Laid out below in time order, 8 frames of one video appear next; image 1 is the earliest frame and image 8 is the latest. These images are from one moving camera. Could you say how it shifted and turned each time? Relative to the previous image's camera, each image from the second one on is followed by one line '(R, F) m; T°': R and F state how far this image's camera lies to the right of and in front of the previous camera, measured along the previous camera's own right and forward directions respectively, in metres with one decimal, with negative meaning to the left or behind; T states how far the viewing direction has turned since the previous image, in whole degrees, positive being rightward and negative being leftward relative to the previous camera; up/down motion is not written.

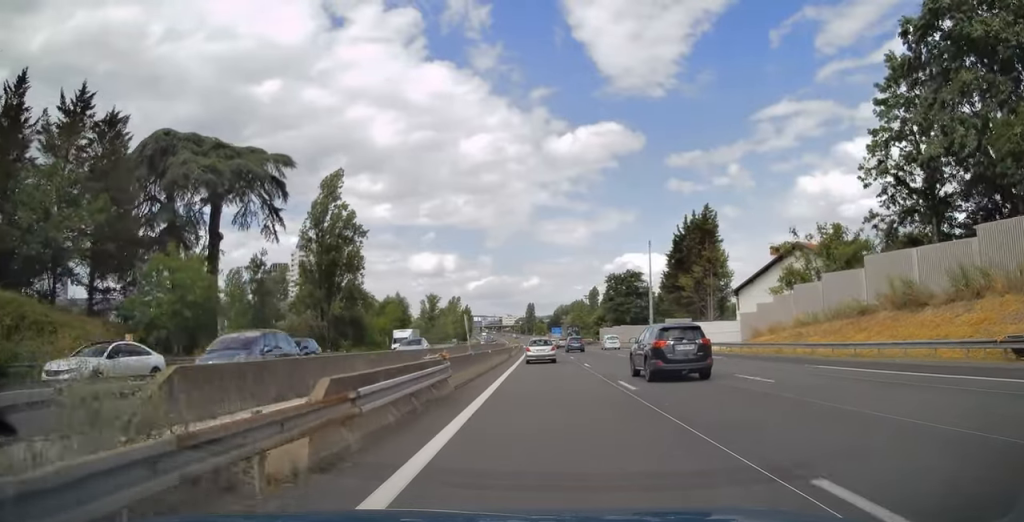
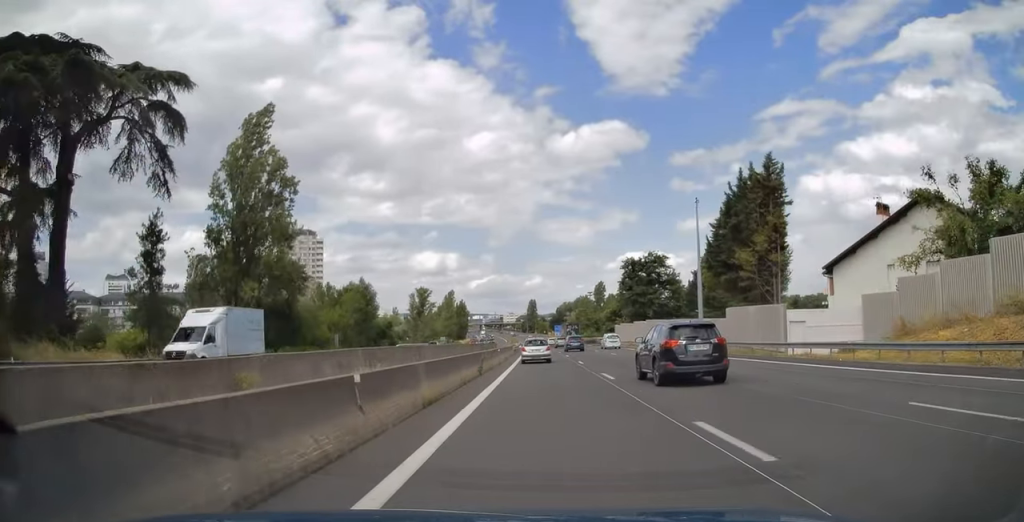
(0.0, +21.9) m; 0°
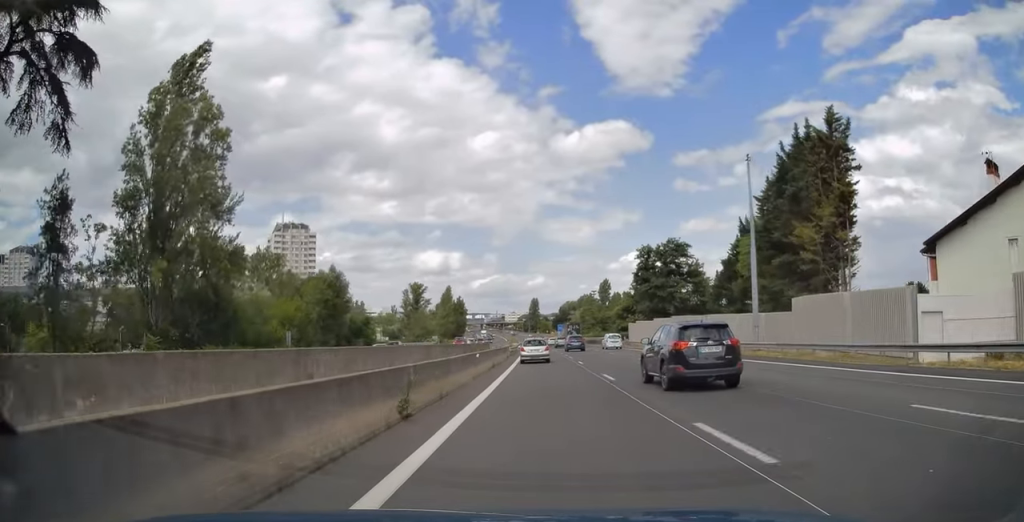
(0.0, +12.9) m; 0°
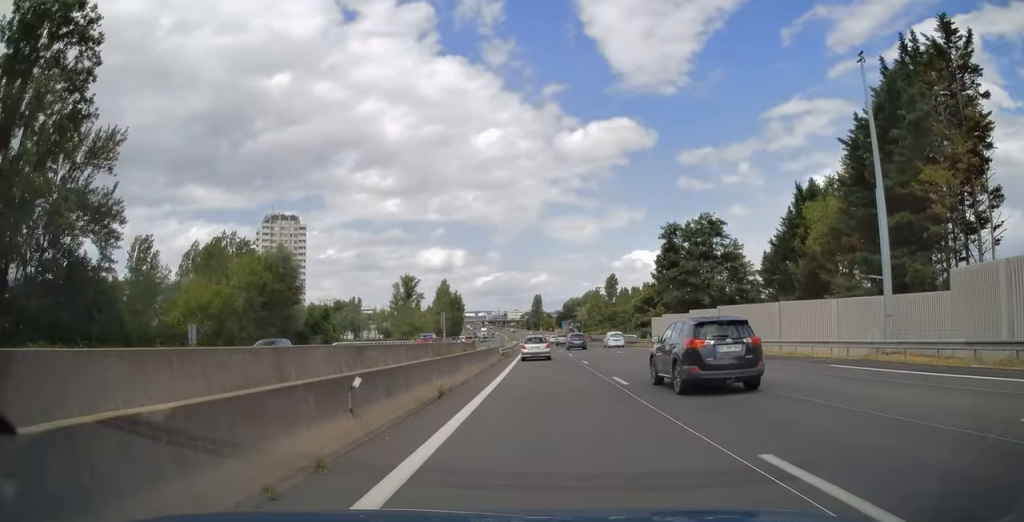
(0.0, +15.6) m; 0°
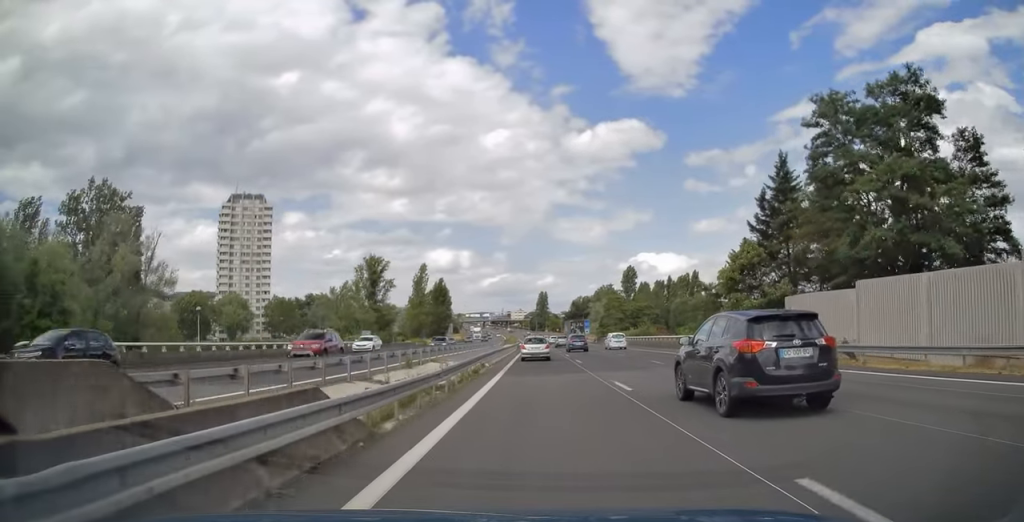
(-0.3, +39.9) m; -1°
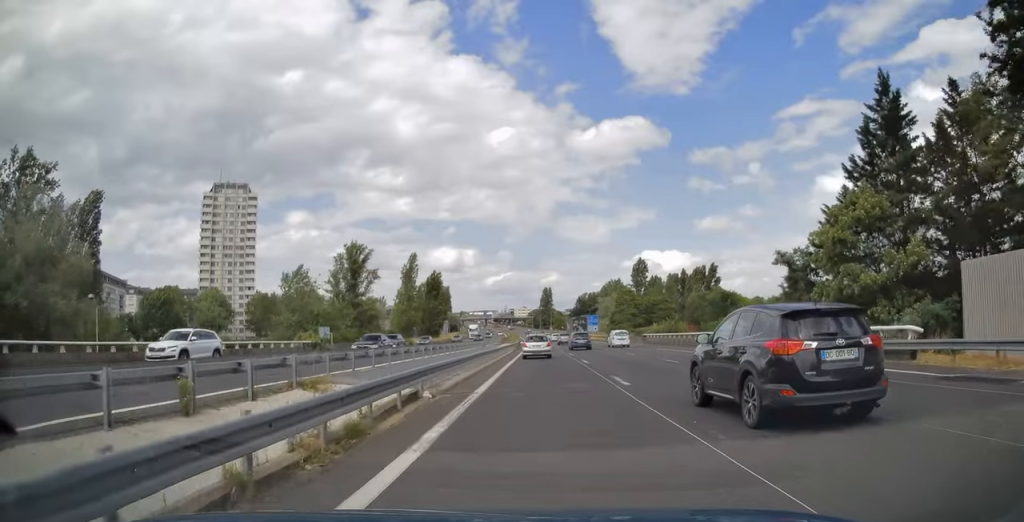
(-0.1, +16.0) m; 0°
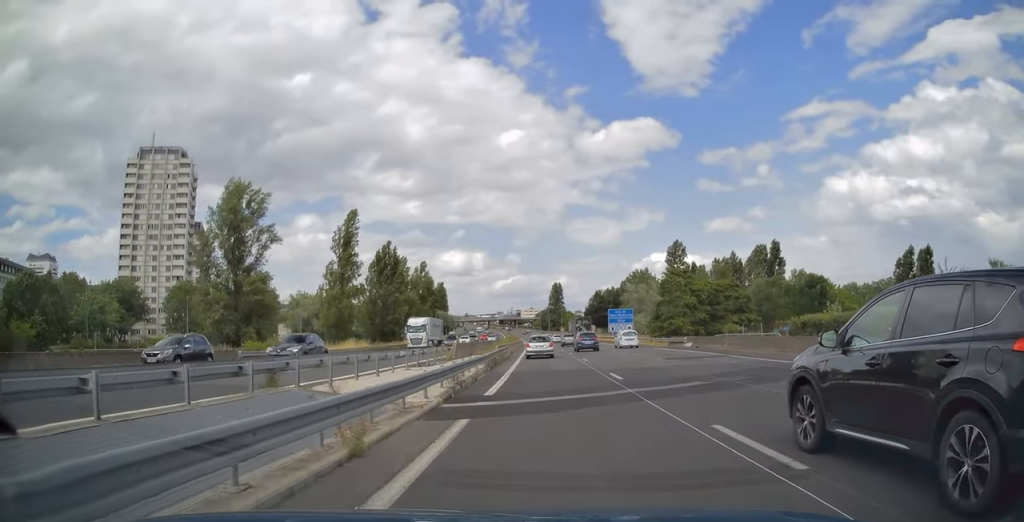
(-0.1, +48.6) m; -1°
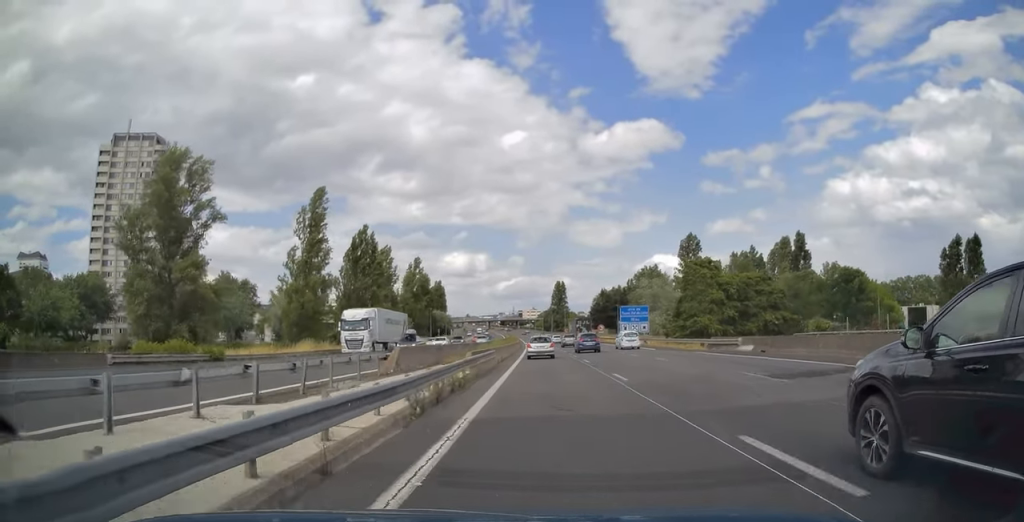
(-0.1, +13.9) m; 0°
